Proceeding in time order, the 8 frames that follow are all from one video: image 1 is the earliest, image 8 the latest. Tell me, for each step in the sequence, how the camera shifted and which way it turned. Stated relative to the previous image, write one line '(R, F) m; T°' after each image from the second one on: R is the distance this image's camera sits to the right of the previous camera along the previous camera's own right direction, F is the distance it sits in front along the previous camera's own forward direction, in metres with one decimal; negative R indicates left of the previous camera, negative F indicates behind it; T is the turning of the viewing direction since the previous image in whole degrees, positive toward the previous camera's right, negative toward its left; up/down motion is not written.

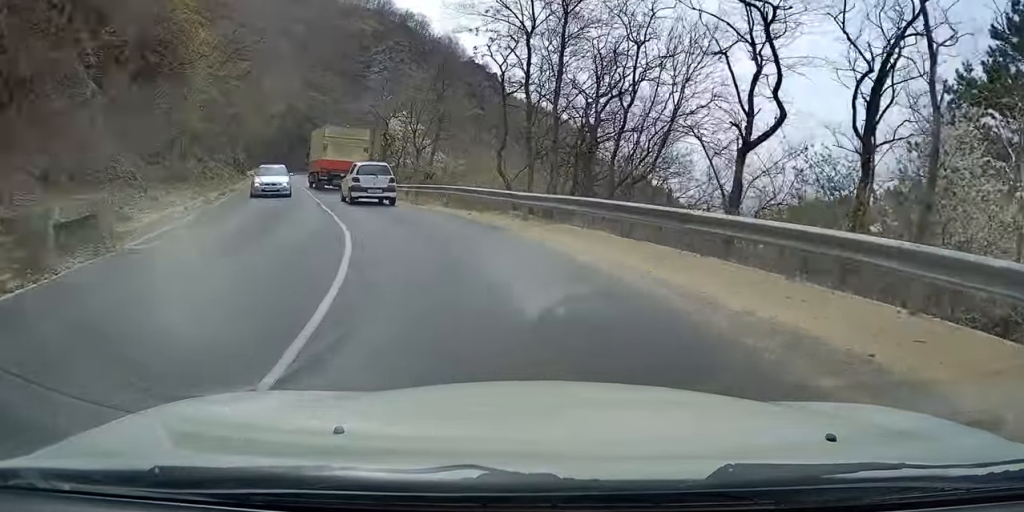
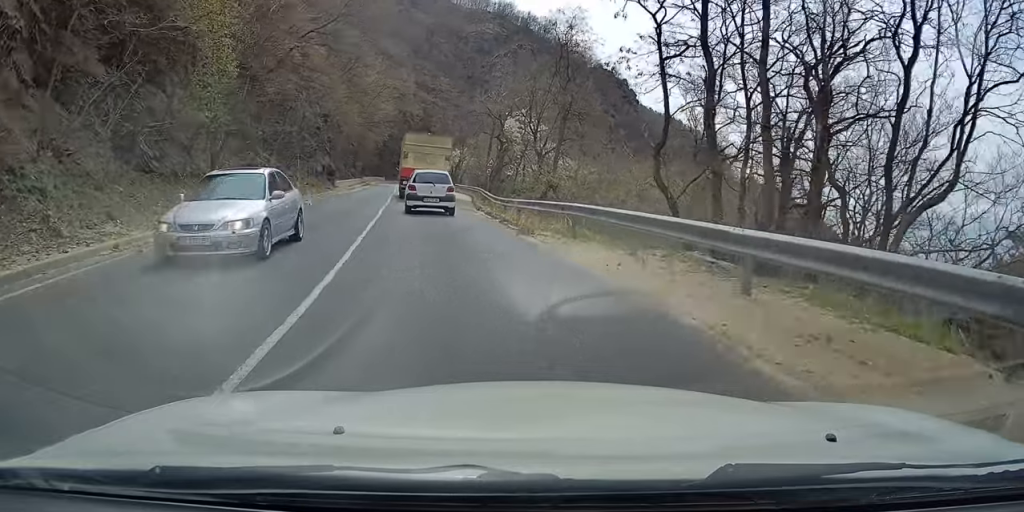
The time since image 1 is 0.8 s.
(-0.9, +8.5) m; -6°
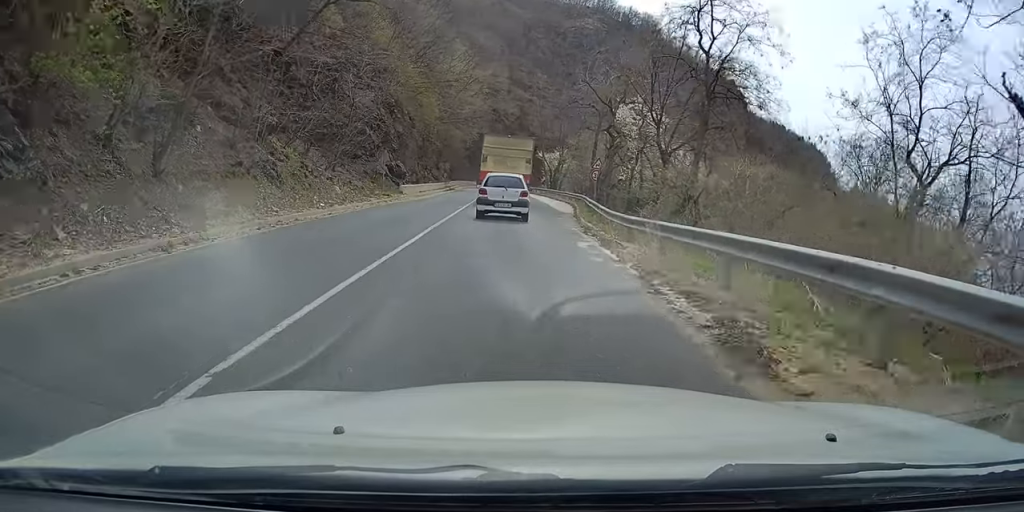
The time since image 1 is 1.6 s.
(-0.4, +9.7) m; -4°
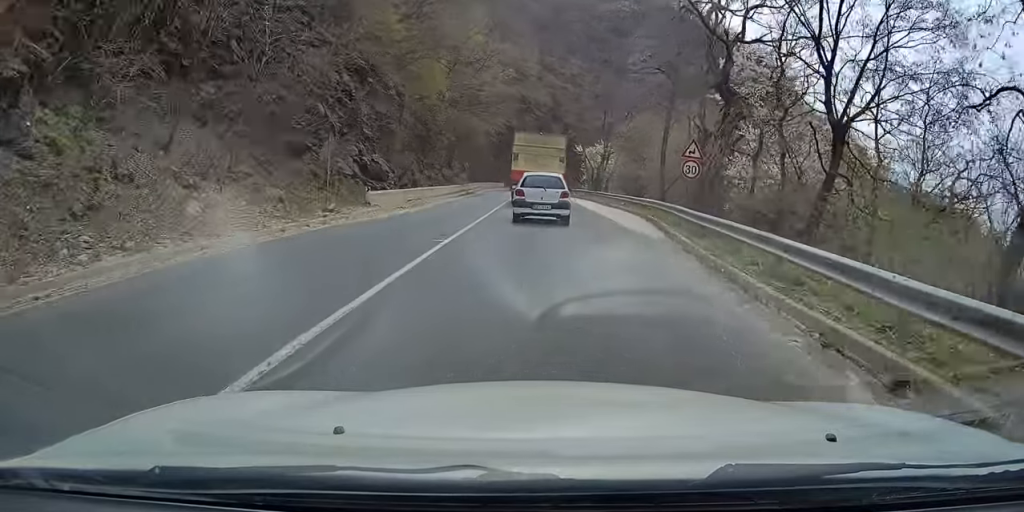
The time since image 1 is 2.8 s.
(-0.5, +14.7) m; -3°
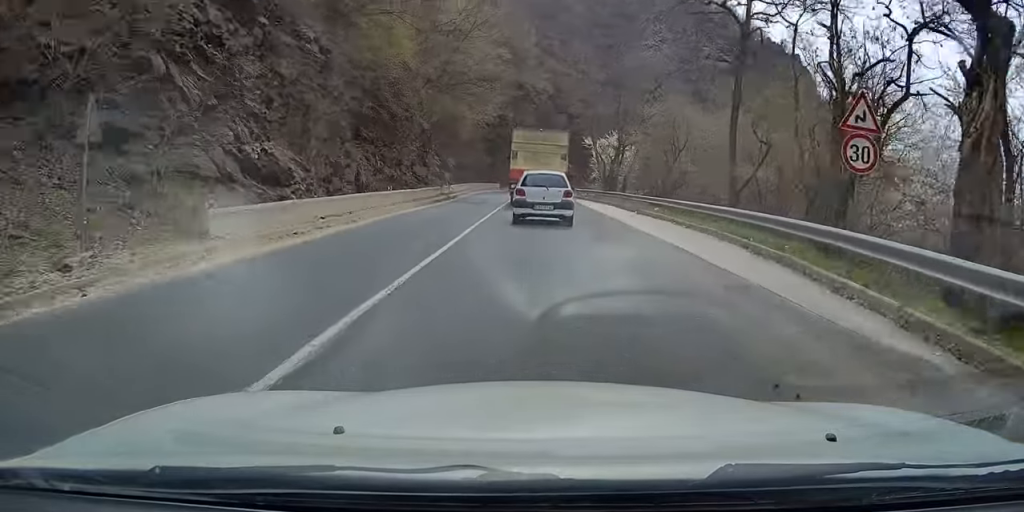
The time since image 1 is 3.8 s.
(-0.2, +12.0) m; -2°
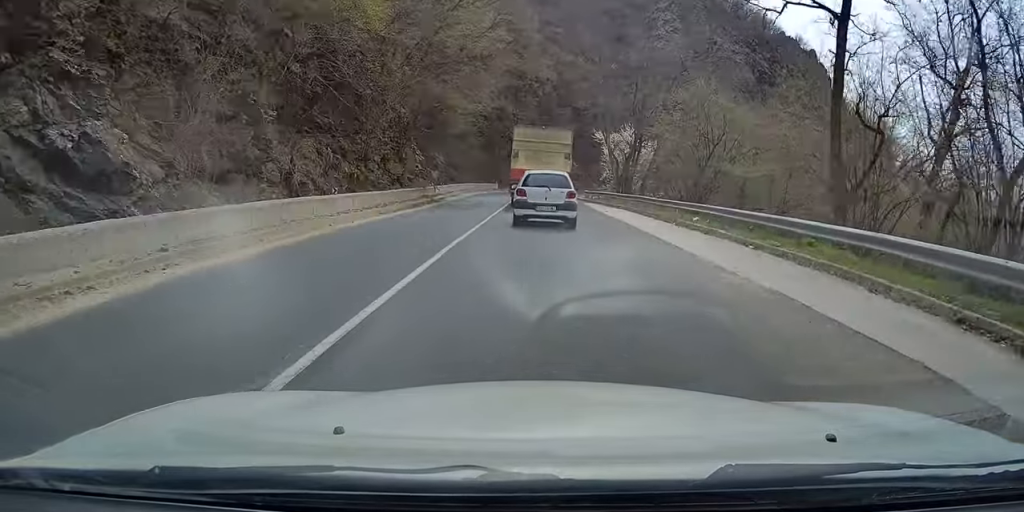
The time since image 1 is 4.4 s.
(-0.1, +7.7) m; 0°
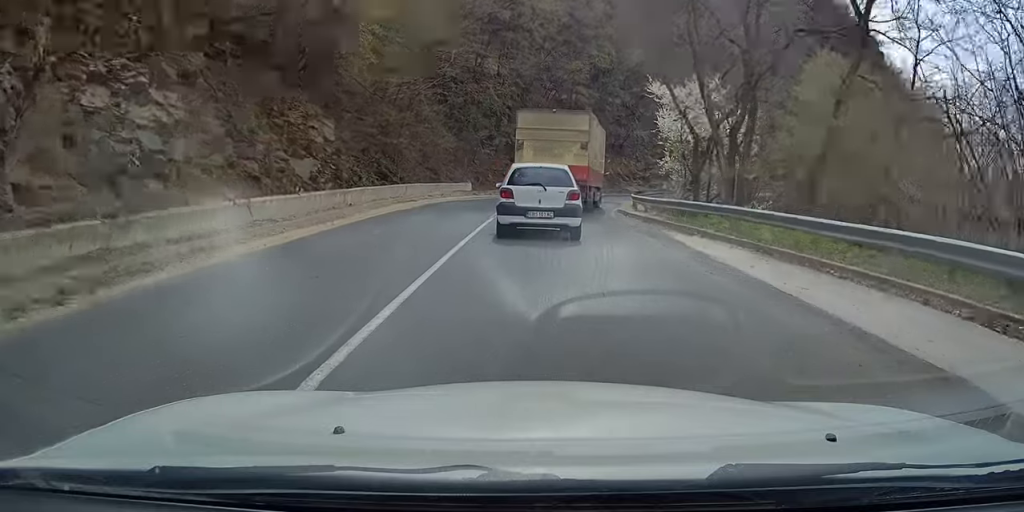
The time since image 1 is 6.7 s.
(+0.4, +25.6) m; +2°
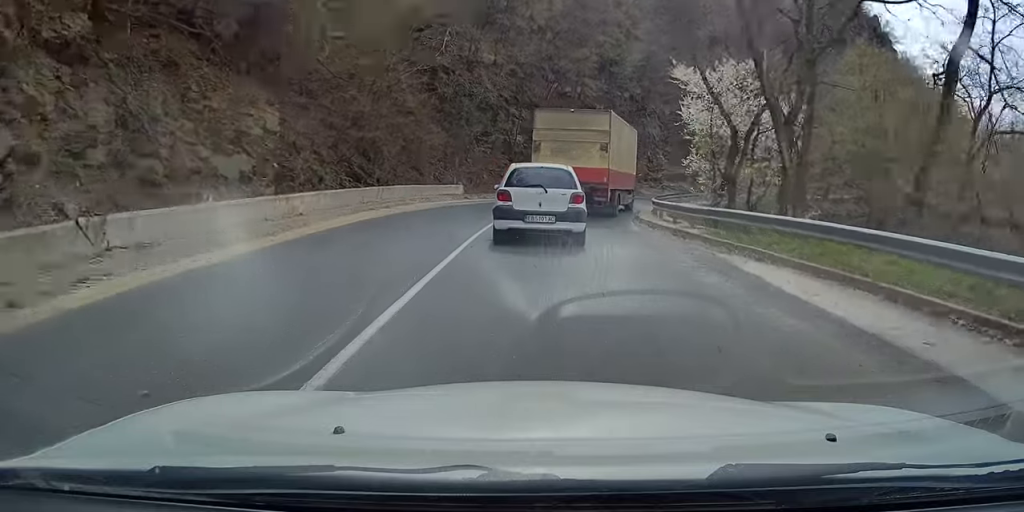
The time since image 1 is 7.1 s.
(0.0, +4.9) m; +1°
